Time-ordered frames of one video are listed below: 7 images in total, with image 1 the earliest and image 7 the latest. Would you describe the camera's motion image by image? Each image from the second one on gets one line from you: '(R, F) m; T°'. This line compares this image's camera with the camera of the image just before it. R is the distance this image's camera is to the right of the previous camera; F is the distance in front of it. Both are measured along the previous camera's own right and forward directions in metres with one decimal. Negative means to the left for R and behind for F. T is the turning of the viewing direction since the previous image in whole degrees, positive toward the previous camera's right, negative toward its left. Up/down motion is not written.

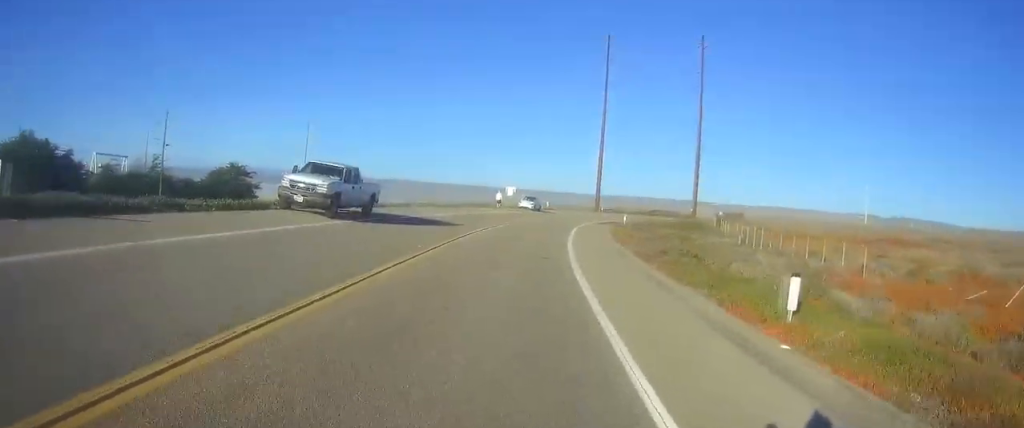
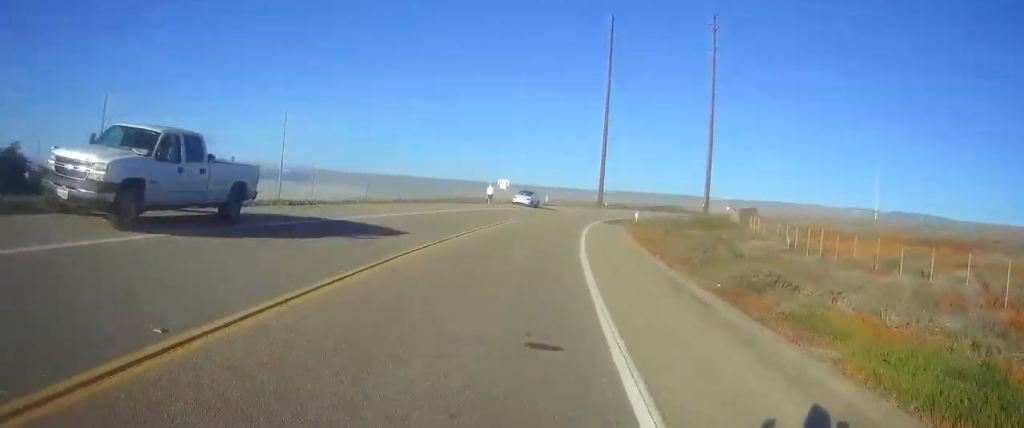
(0.0, +12.5) m; 0°
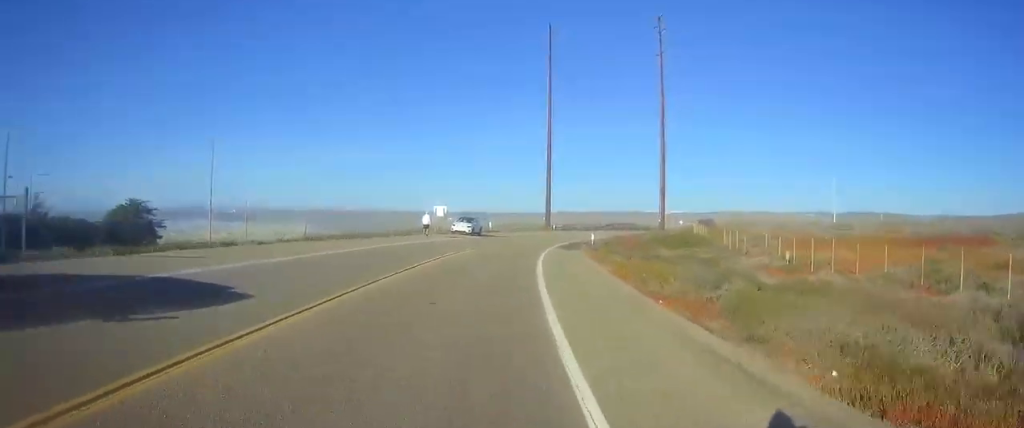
(0.0, +8.4) m; 0°
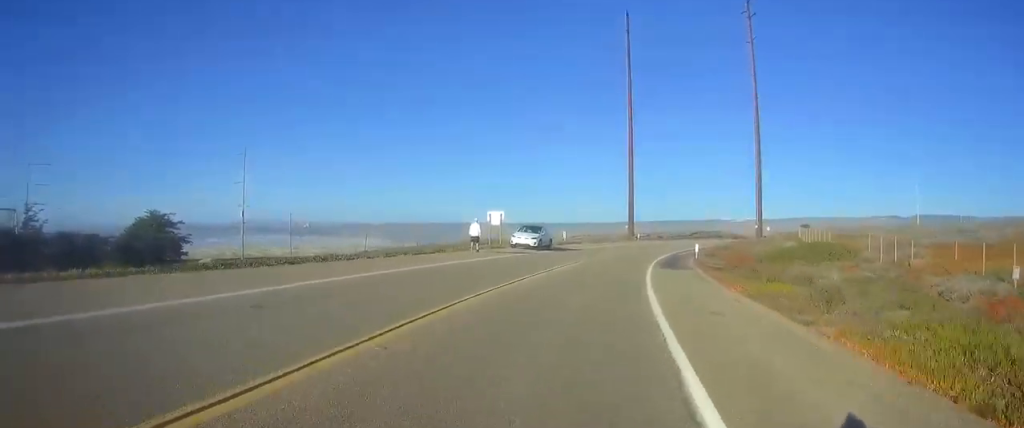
(0.0, +16.3) m; 0°
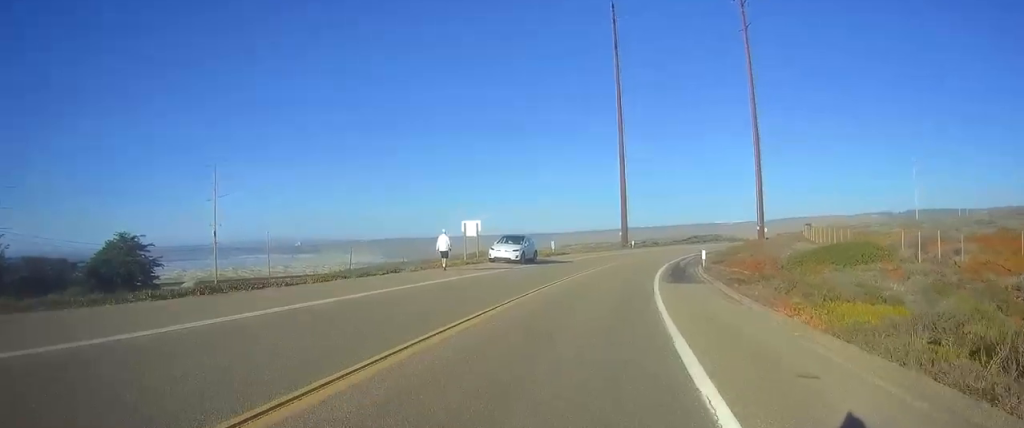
(0.0, +6.7) m; 0°
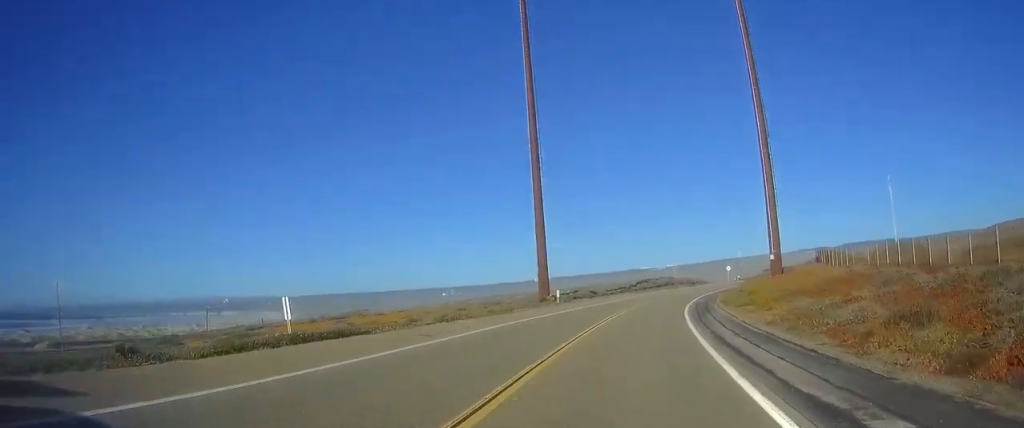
(+2.3, +45.0) m; +8°
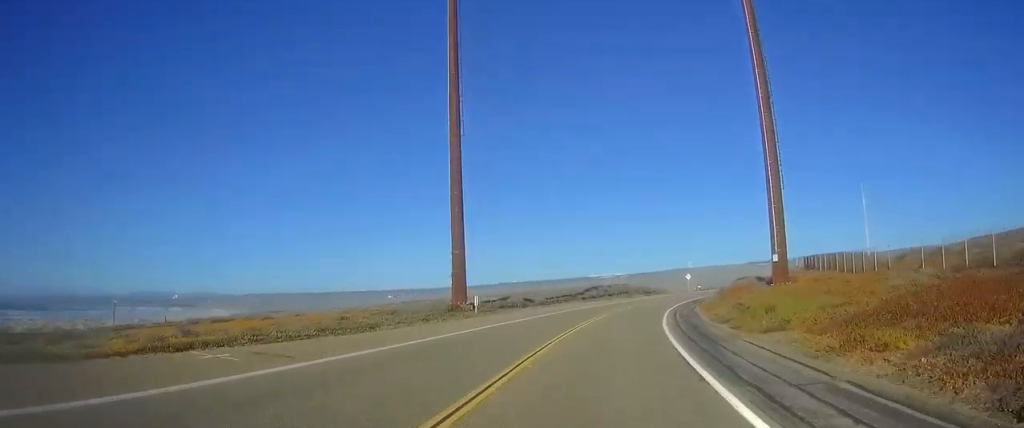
(+0.4, +17.6) m; +3°
